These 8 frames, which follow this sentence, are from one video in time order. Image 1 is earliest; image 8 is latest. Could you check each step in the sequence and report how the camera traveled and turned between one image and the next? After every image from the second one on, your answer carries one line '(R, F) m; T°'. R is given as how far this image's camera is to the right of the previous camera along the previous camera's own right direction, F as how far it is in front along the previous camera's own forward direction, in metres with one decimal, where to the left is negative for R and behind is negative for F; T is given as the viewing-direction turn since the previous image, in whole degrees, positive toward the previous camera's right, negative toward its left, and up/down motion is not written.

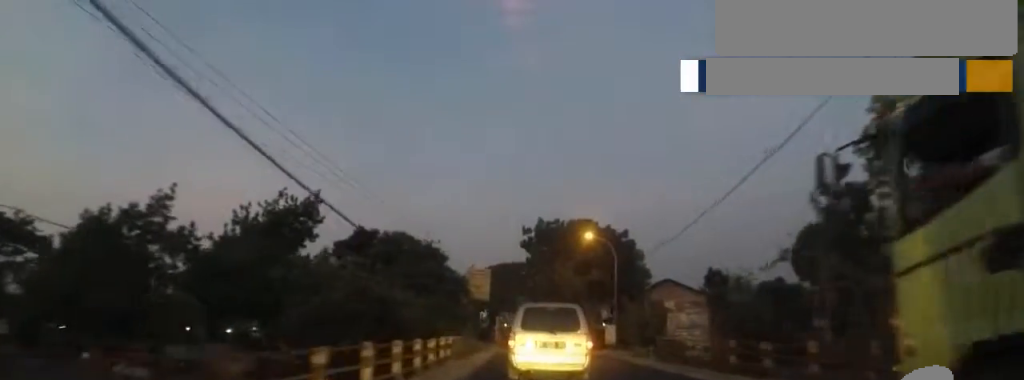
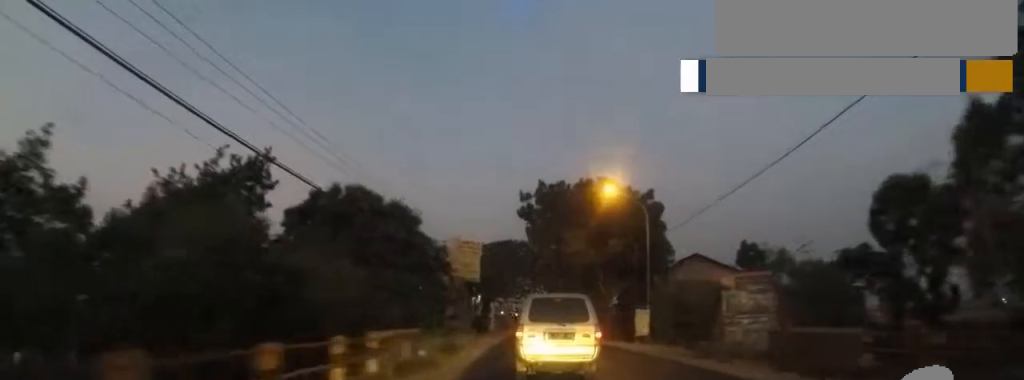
(-0.6, +9.5) m; -3°
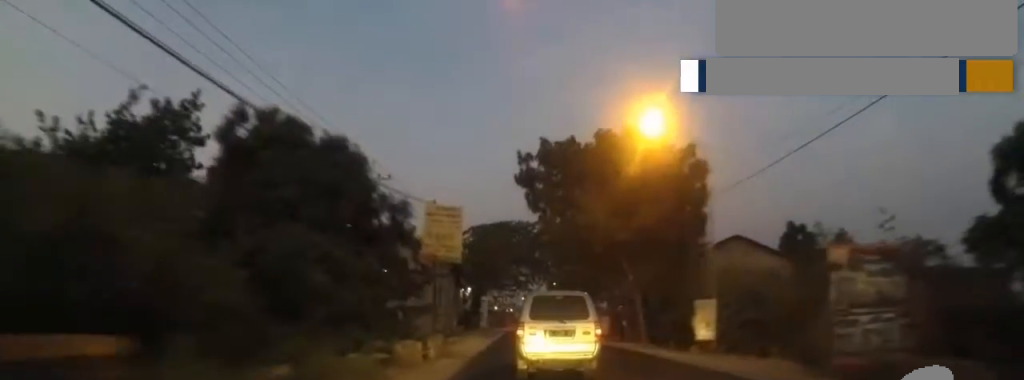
(0.0, +9.3) m; +4°
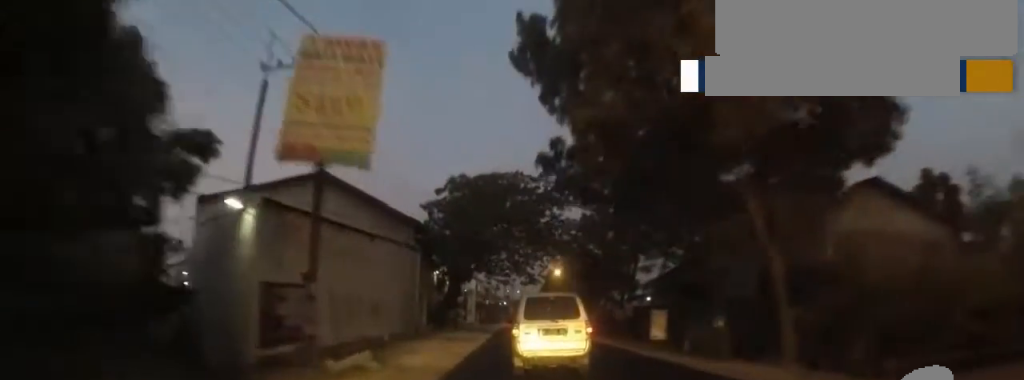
(+1.2, +15.4) m; +2°
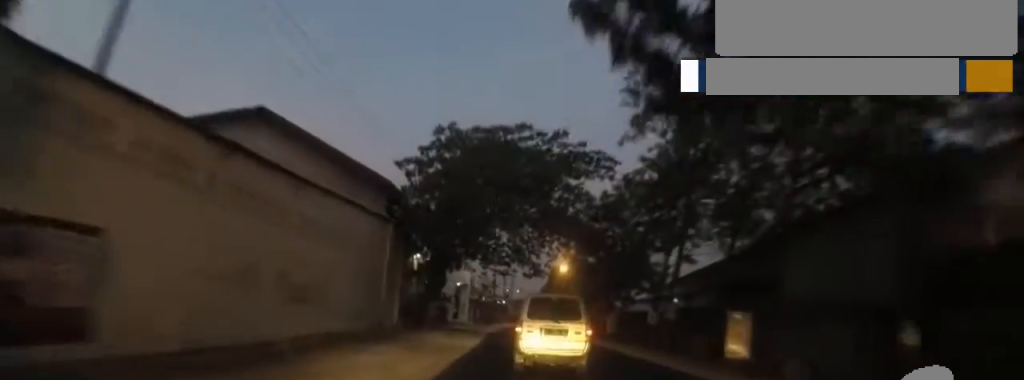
(-0.3, +8.4) m; 0°
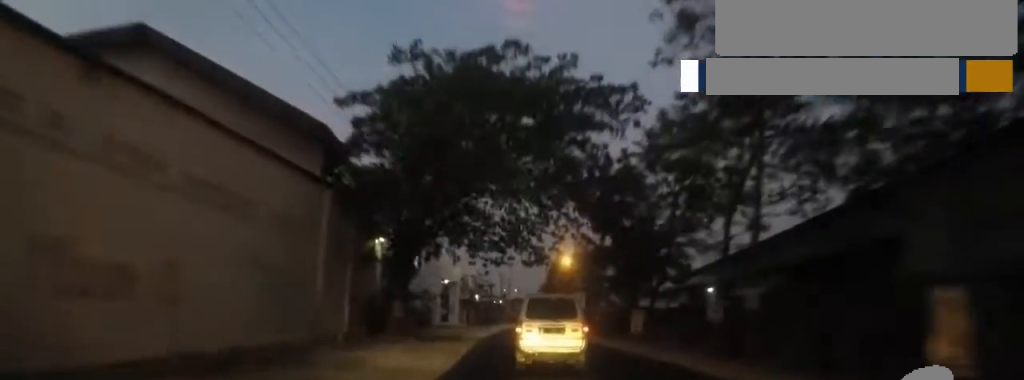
(-0.7, +7.9) m; 0°
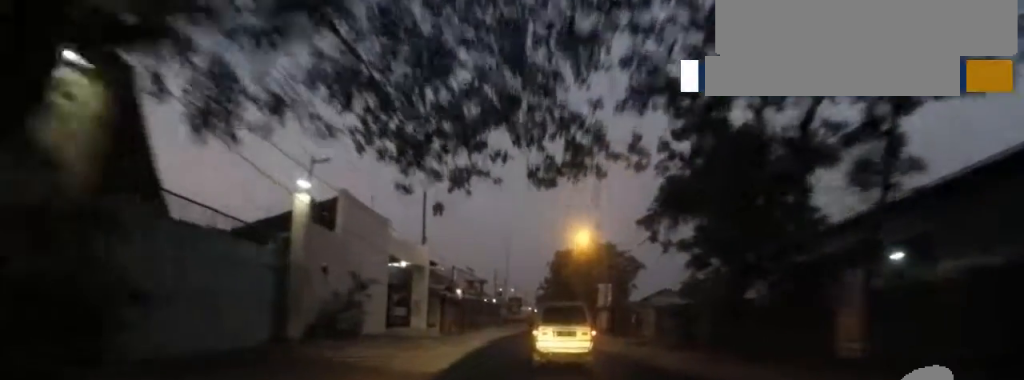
(+0.9, +17.8) m; 0°
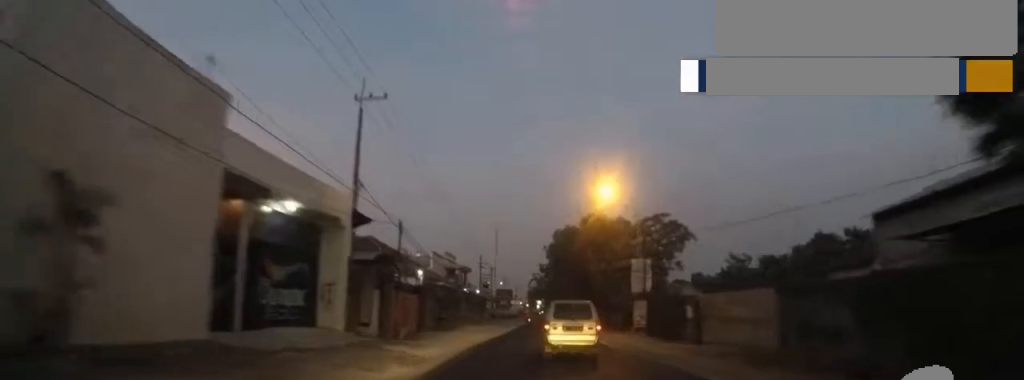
(-0.5, +15.1) m; 0°
